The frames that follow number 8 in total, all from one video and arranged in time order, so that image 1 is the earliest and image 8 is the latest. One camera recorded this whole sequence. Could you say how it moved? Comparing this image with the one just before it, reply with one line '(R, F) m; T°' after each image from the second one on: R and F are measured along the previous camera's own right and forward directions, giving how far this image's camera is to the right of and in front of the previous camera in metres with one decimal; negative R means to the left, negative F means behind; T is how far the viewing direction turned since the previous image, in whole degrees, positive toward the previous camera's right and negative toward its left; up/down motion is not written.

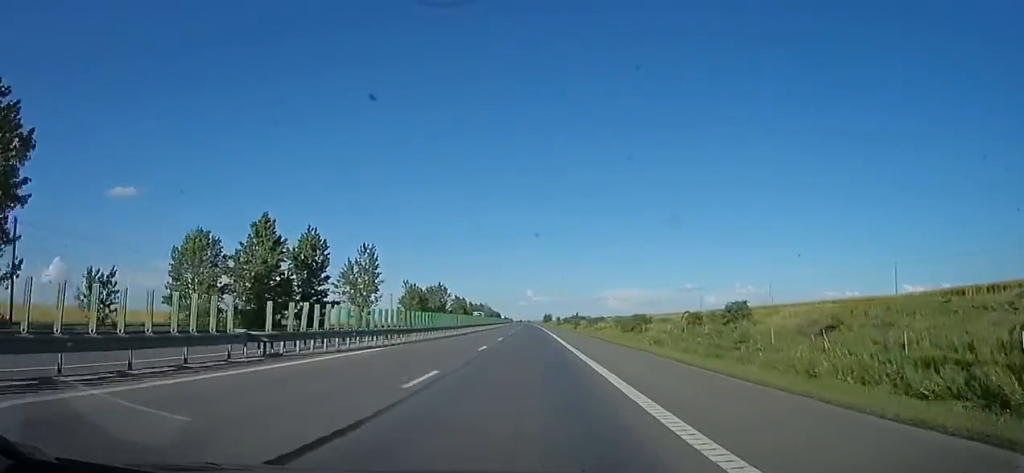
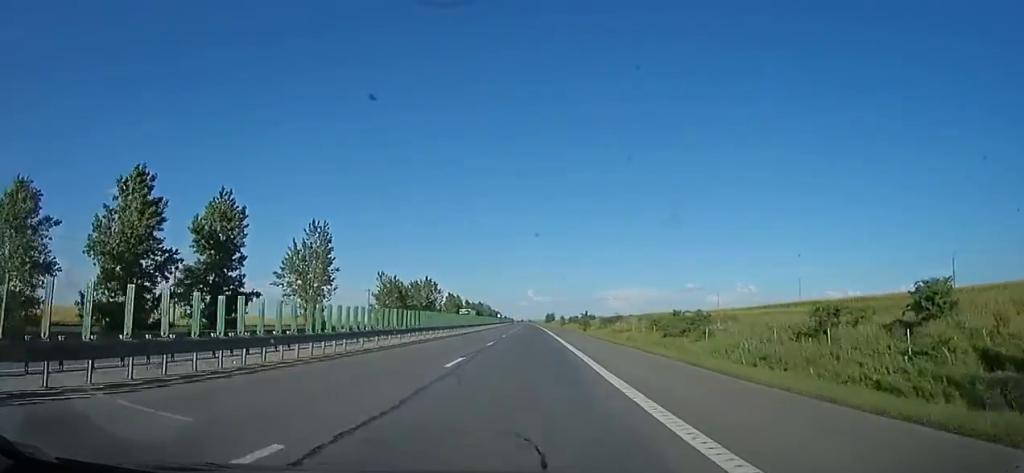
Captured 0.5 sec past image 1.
(-0.4, +20.1) m; -1°
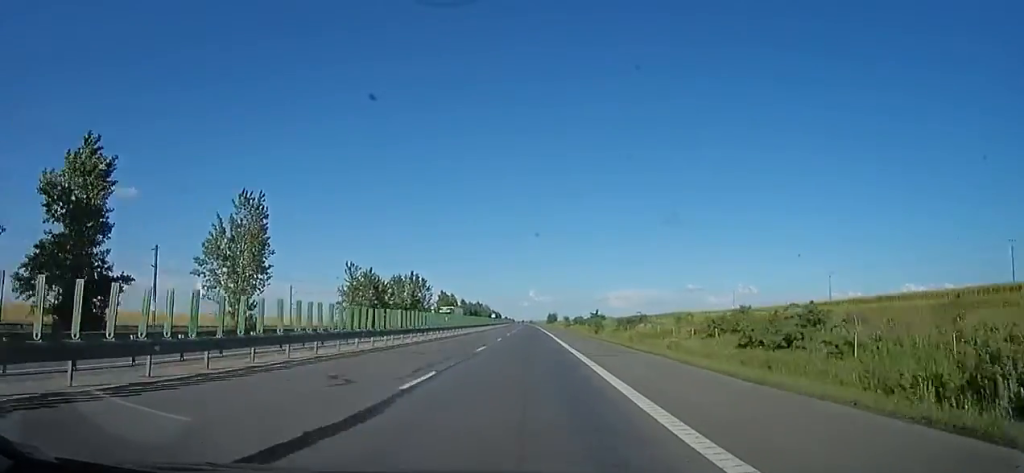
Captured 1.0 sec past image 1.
(0.0, +17.6) m; 0°
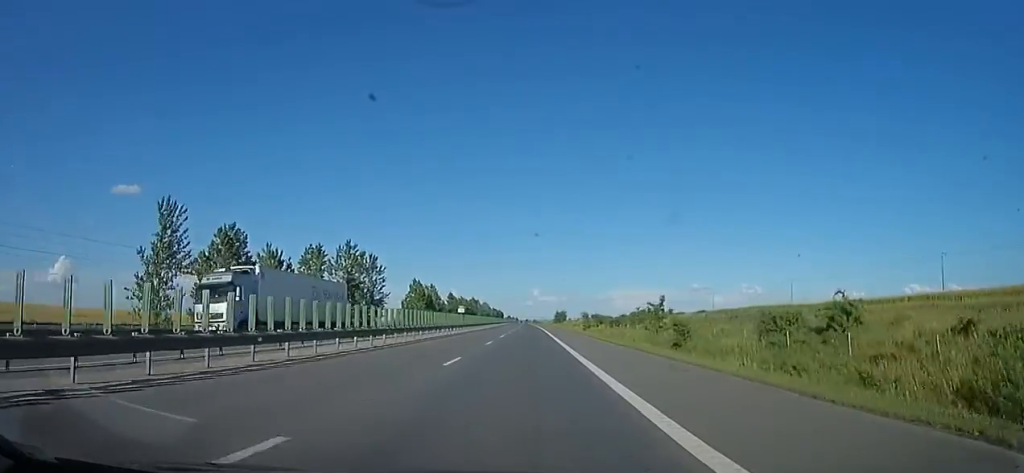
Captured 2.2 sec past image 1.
(0.0, +47.1) m; 0°
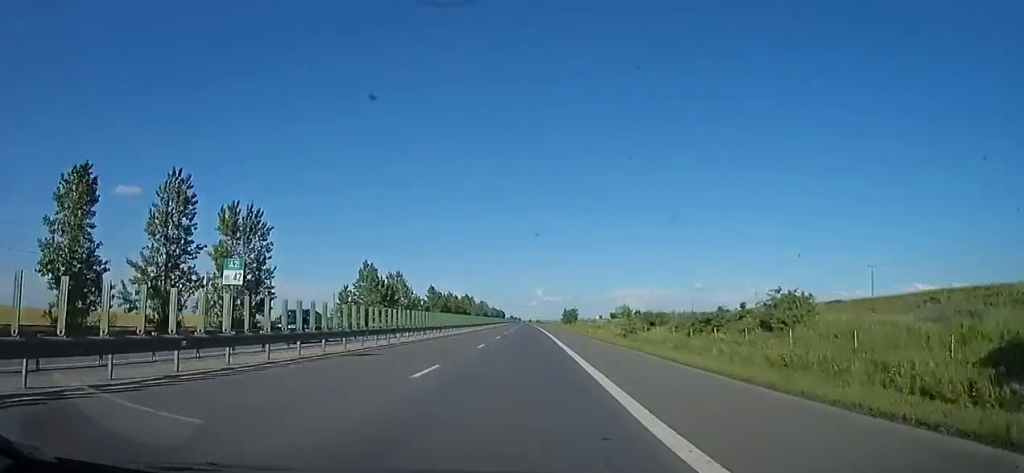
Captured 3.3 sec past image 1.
(0.0, +38.9) m; 0°
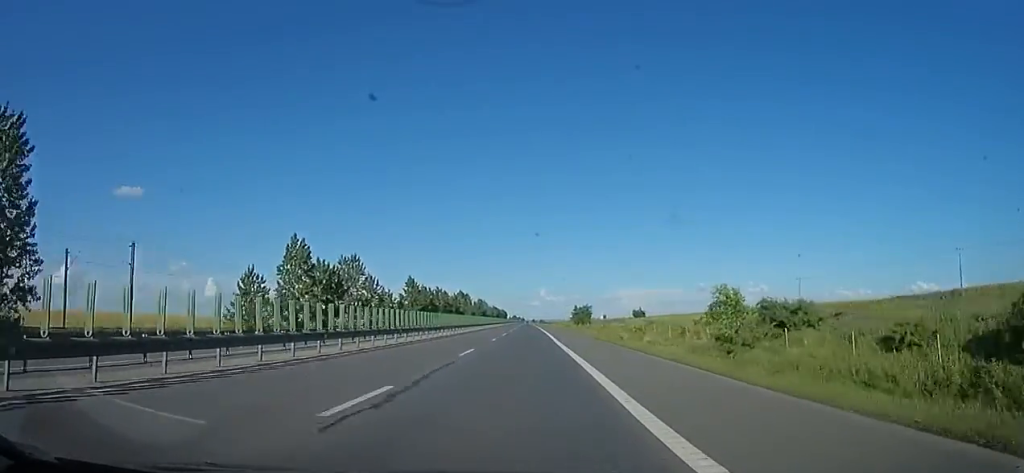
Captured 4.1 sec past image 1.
(0.0, +26.8) m; 0°
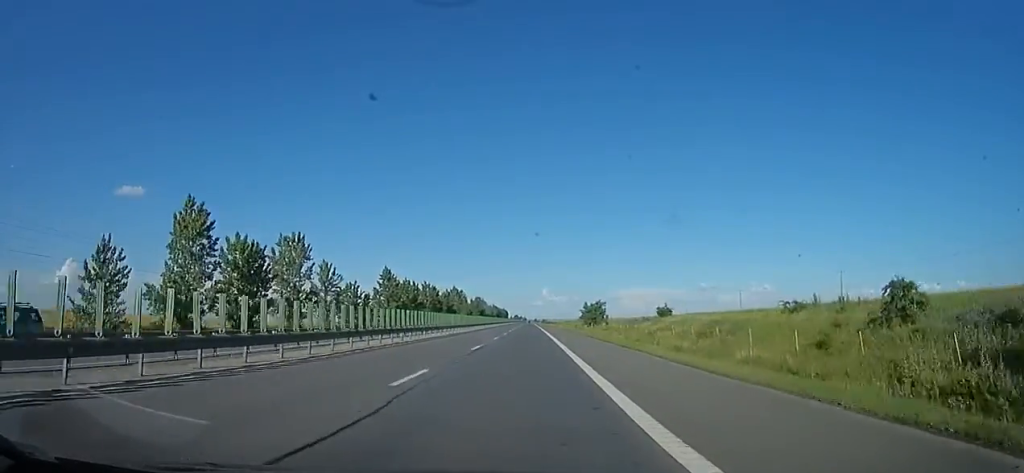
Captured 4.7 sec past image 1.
(0.0, +19.8) m; 0°
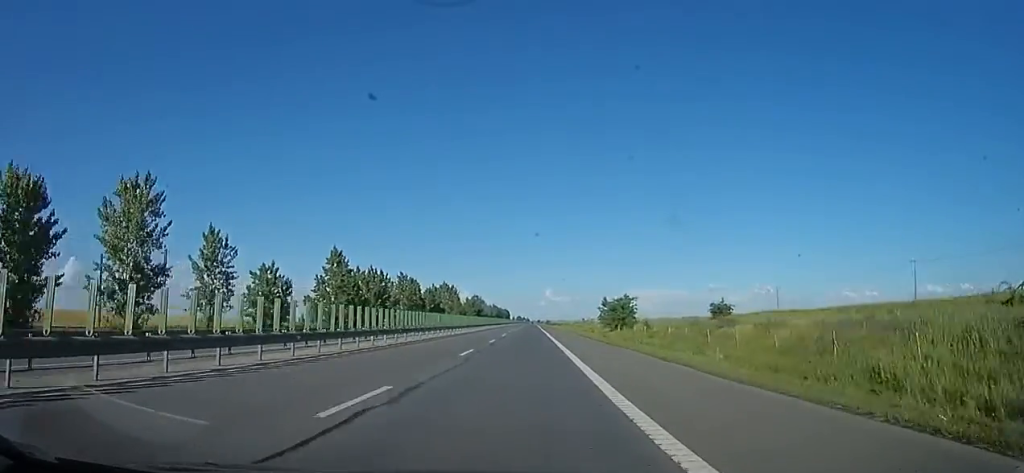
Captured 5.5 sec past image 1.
(-0.1, +27.0) m; -1°
